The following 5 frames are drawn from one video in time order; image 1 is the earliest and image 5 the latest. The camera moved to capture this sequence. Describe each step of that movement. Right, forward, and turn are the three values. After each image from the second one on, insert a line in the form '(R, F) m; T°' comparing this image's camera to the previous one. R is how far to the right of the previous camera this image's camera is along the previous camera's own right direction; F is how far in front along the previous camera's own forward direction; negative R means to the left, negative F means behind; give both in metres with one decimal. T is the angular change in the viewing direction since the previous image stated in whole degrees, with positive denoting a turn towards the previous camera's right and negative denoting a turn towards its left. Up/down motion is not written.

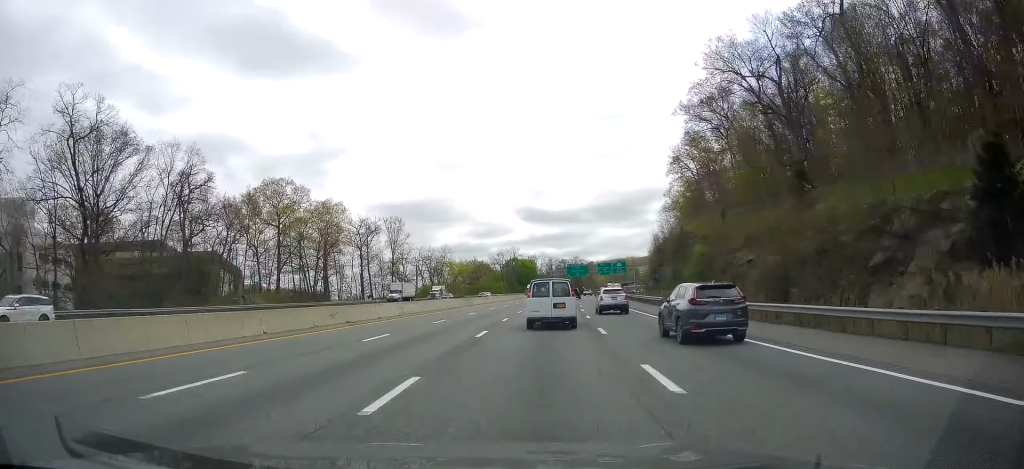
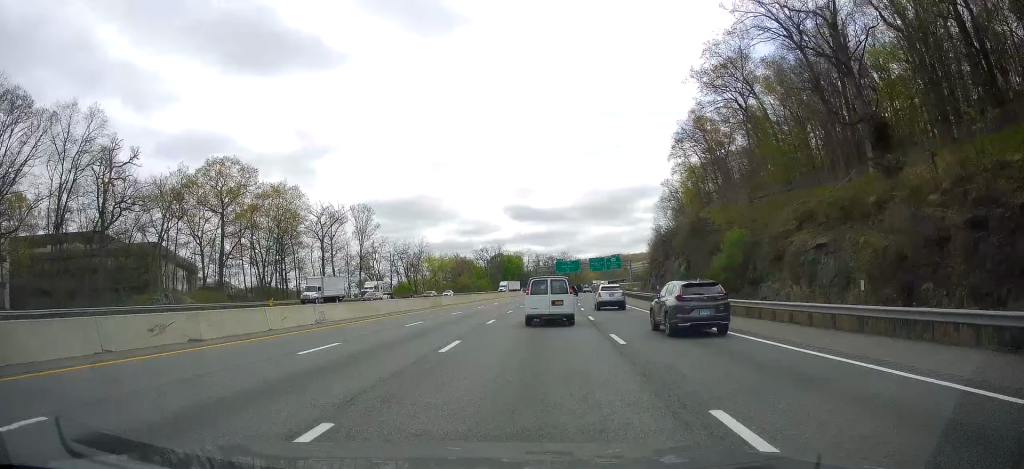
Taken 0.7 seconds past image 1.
(+0.3, +16.8) m; 0°
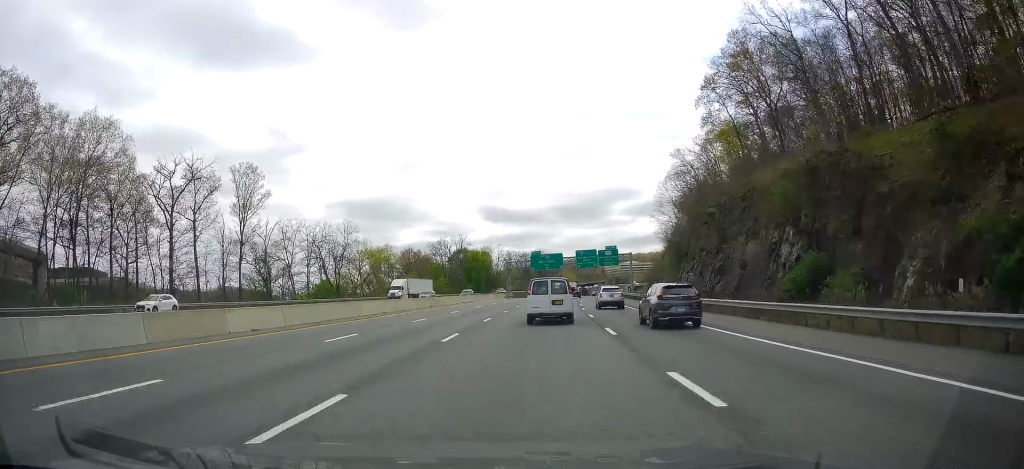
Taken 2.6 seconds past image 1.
(+0.8, +45.1) m; +3°
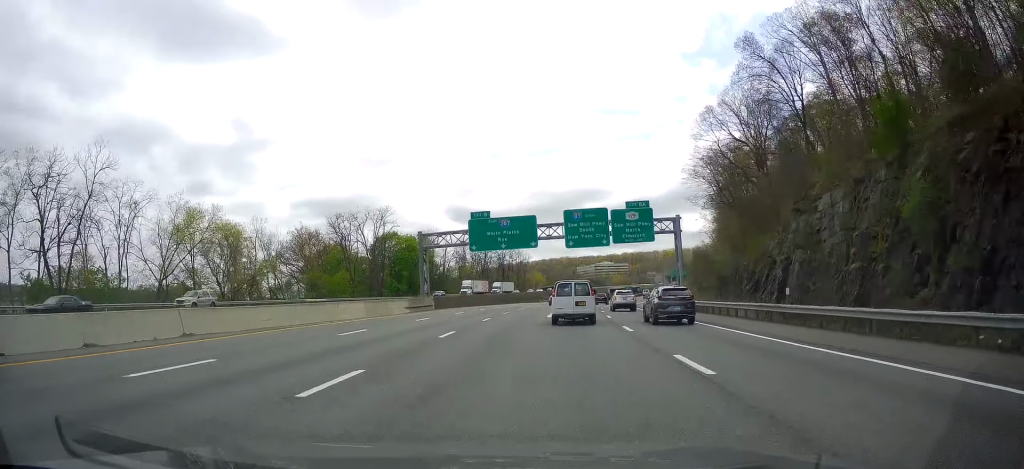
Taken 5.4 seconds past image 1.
(+1.7, +69.1) m; +3°
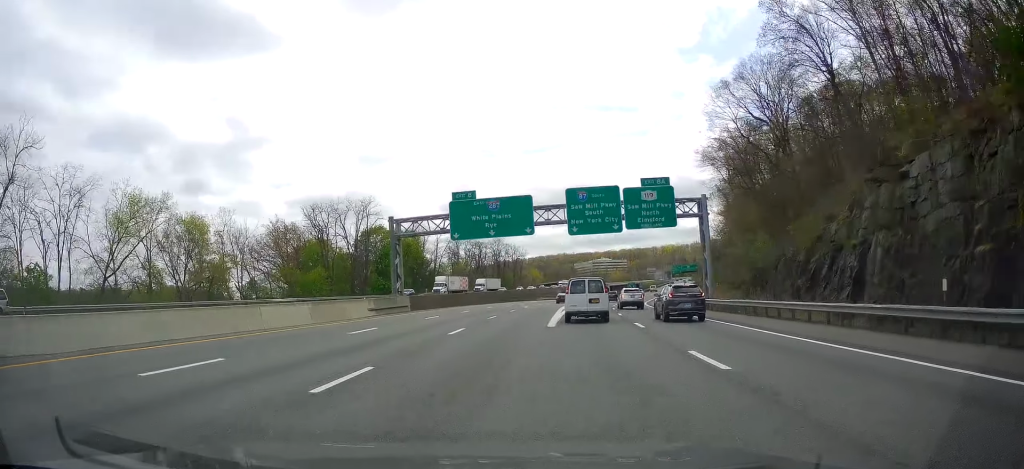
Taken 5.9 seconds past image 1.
(+0.1, +11.4) m; +1°
